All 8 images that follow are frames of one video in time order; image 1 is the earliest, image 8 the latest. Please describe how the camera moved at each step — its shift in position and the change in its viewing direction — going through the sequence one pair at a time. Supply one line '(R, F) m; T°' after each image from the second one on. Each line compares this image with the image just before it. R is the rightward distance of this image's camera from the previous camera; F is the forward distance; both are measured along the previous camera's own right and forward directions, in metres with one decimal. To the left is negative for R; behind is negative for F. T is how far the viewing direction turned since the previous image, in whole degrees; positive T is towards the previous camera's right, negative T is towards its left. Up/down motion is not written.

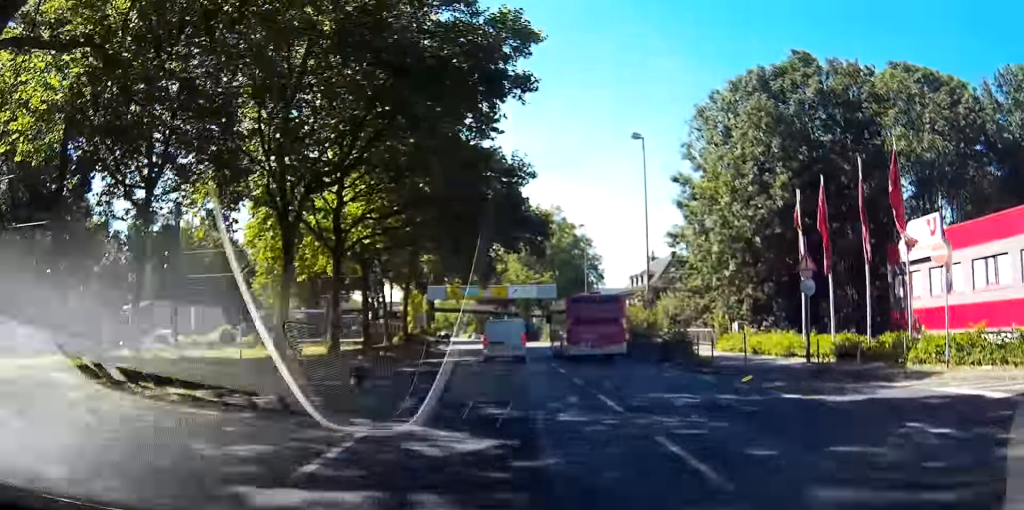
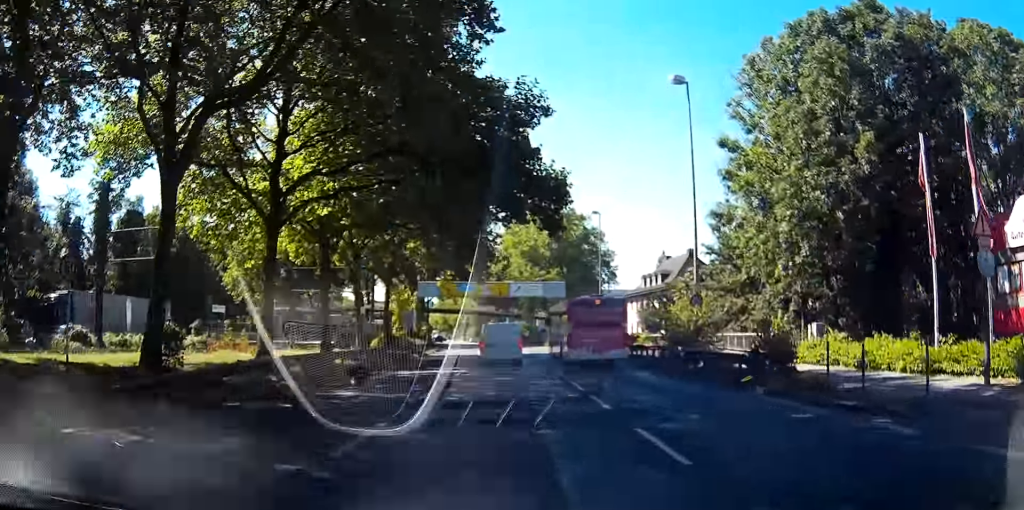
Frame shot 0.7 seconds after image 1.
(0.0, +11.2) m; 0°
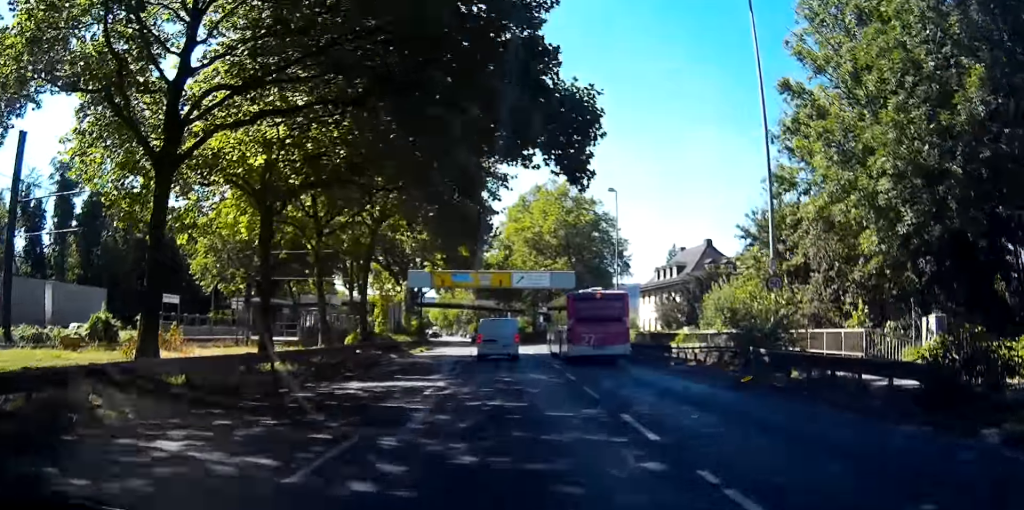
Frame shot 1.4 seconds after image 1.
(0.0, +9.9) m; -1°
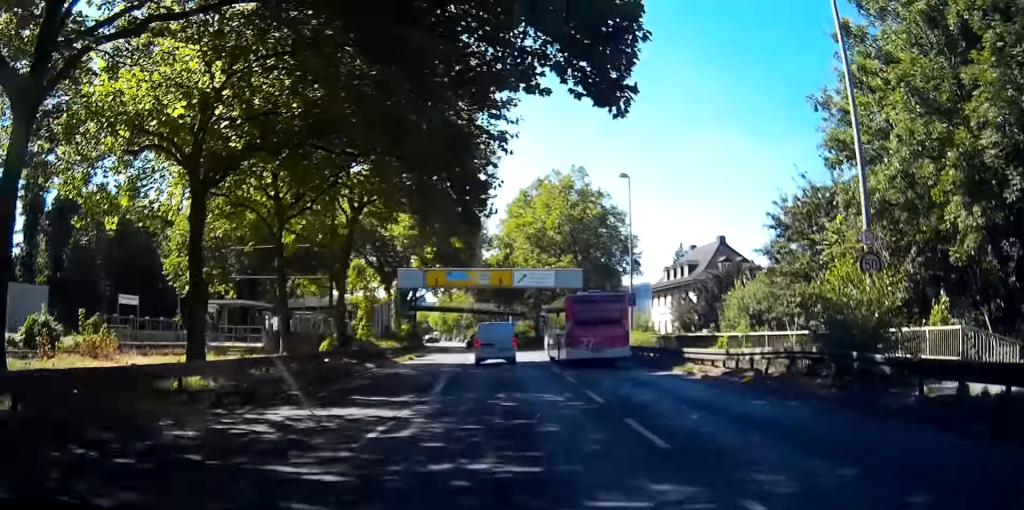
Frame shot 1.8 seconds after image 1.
(-0.1, +7.1) m; -1°
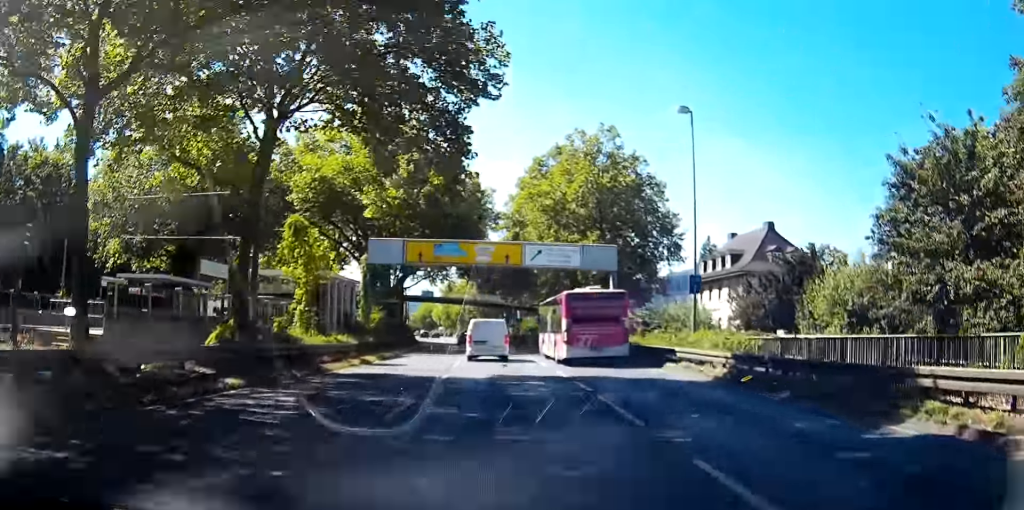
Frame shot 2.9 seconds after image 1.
(-0.5, +18.2) m; -3°
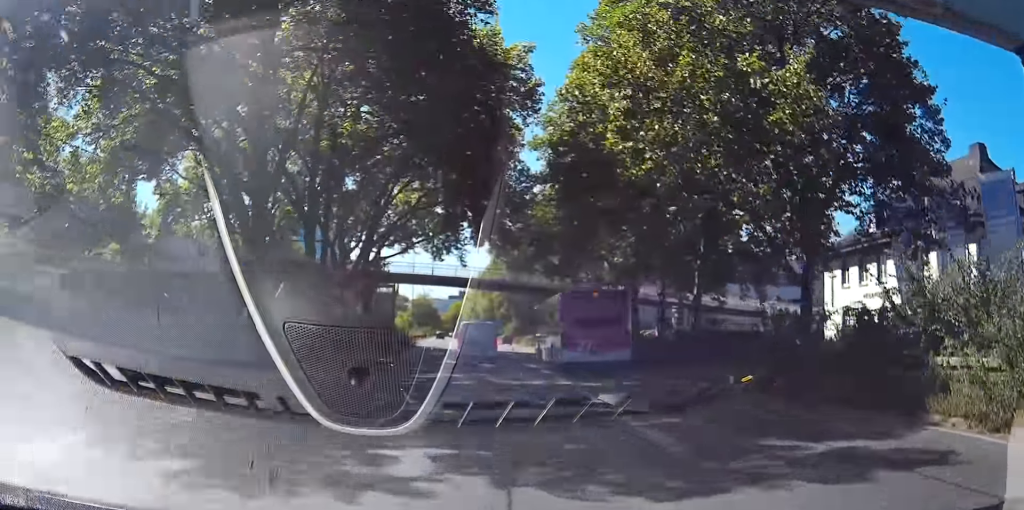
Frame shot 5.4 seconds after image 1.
(-1.4, +44.8) m; -1°
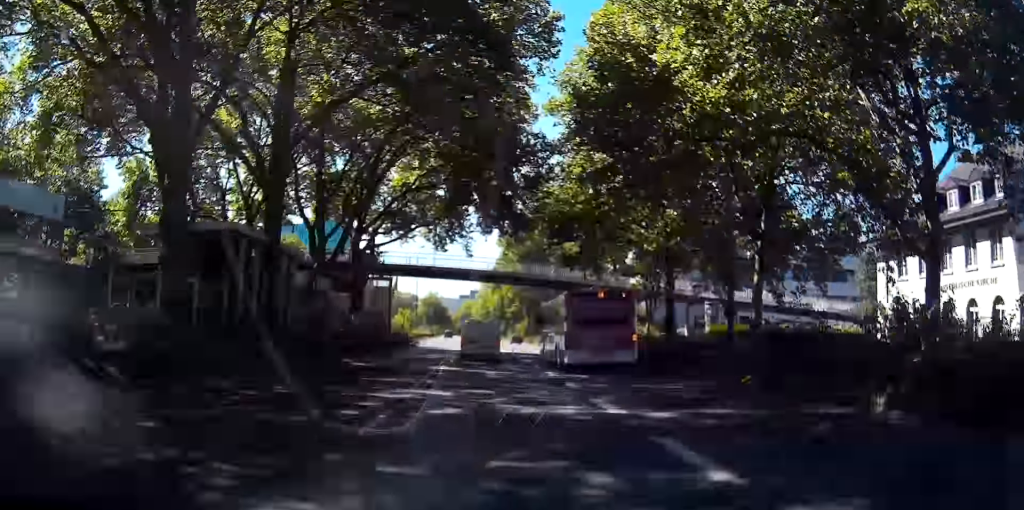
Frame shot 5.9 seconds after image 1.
(+0.1, +8.6) m; 0°
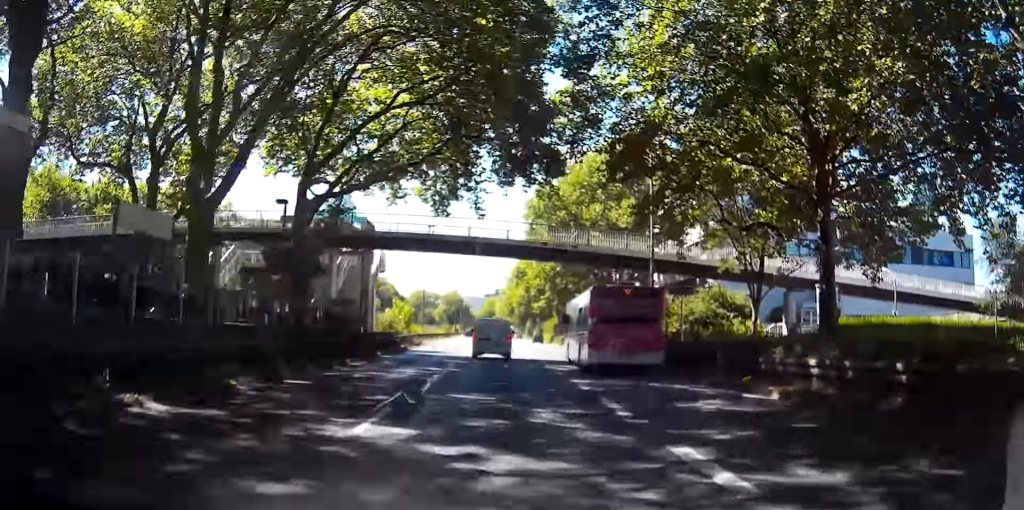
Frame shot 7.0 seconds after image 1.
(+0.1, +19.7) m; +1°
